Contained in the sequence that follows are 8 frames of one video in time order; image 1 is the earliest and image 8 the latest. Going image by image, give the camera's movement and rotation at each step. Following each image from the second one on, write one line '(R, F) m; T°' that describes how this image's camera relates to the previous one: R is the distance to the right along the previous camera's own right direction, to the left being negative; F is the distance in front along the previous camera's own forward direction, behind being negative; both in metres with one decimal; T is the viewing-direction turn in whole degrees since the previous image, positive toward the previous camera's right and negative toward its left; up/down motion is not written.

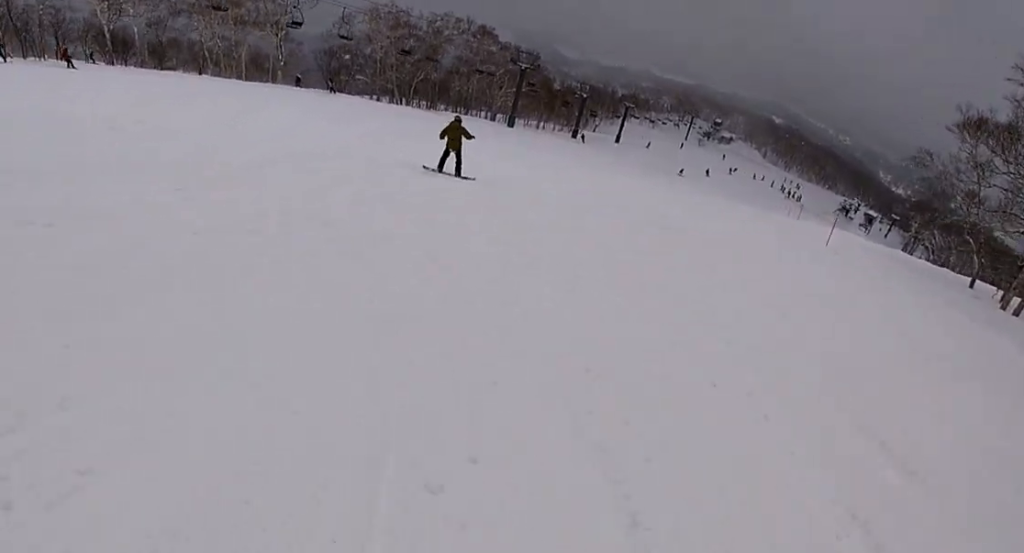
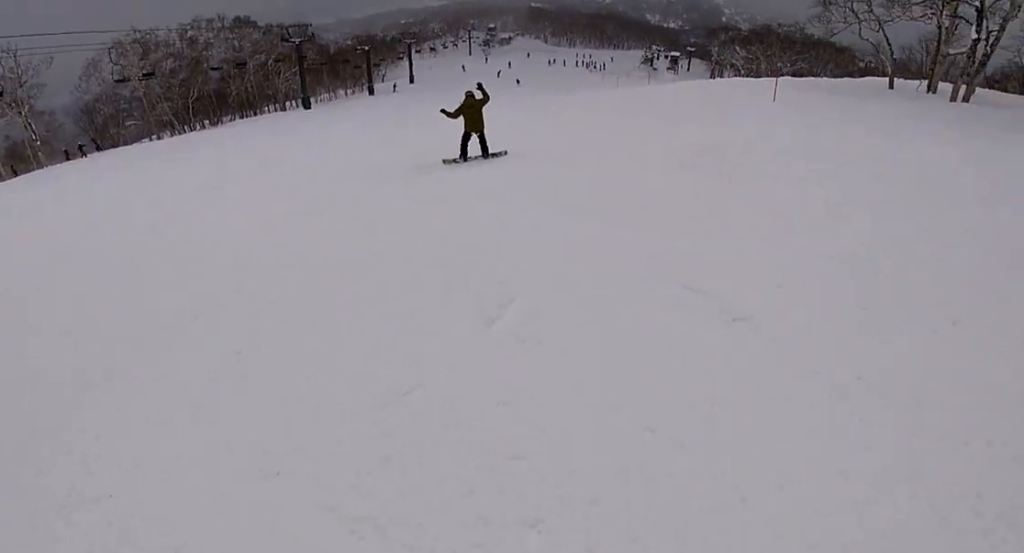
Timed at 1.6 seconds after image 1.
(+0.8, +6.1) m; +30°
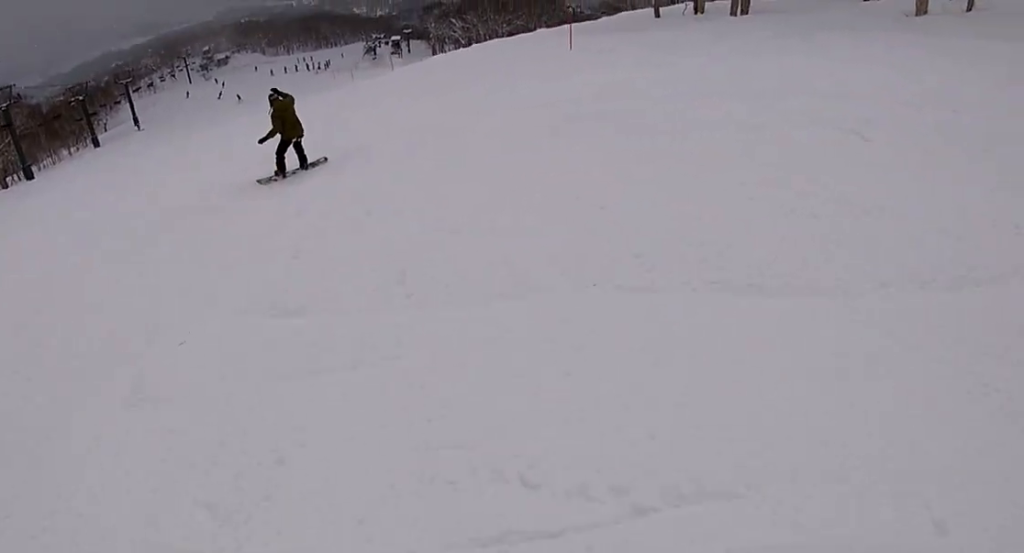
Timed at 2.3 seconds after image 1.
(+1.0, +3.1) m; +9°
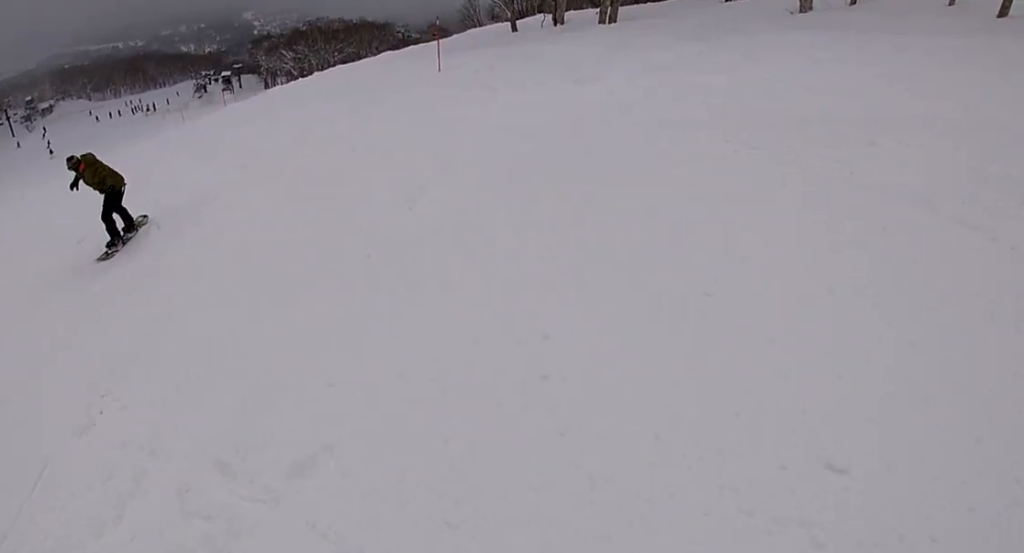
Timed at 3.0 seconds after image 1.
(-0.1, +2.9) m; +5°
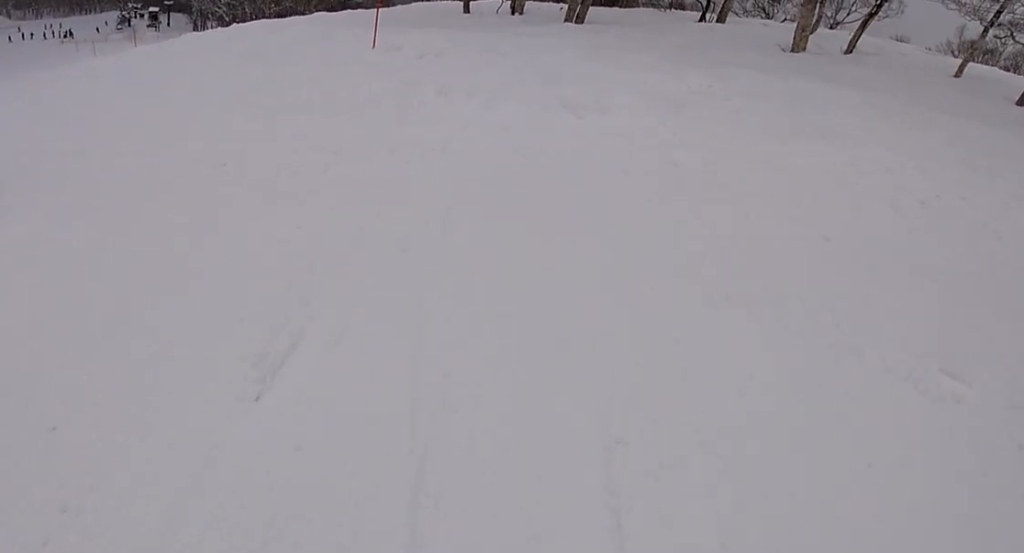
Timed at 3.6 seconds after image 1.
(-0.2, +2.8) m; +1°
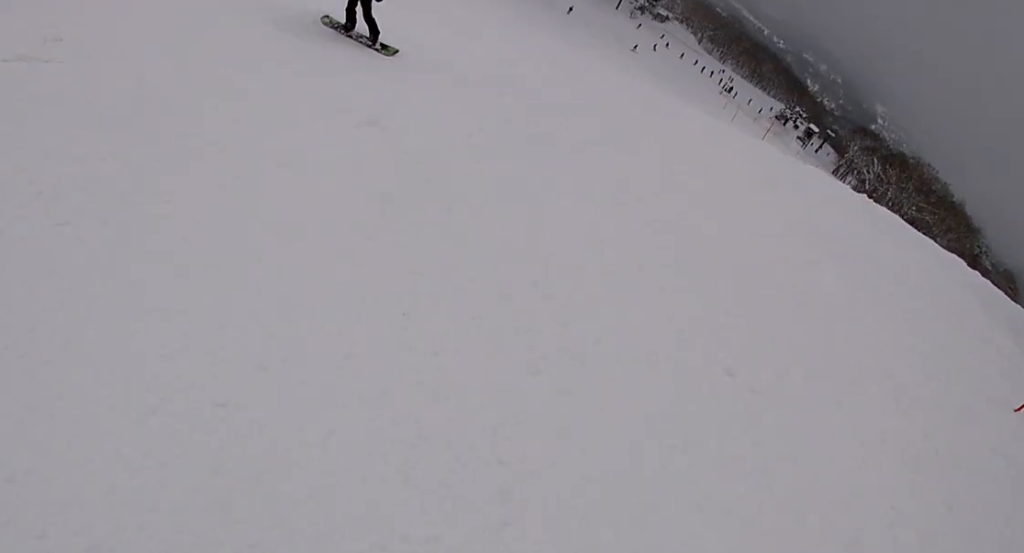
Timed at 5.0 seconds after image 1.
(-0.7, +5.6) m; -41°
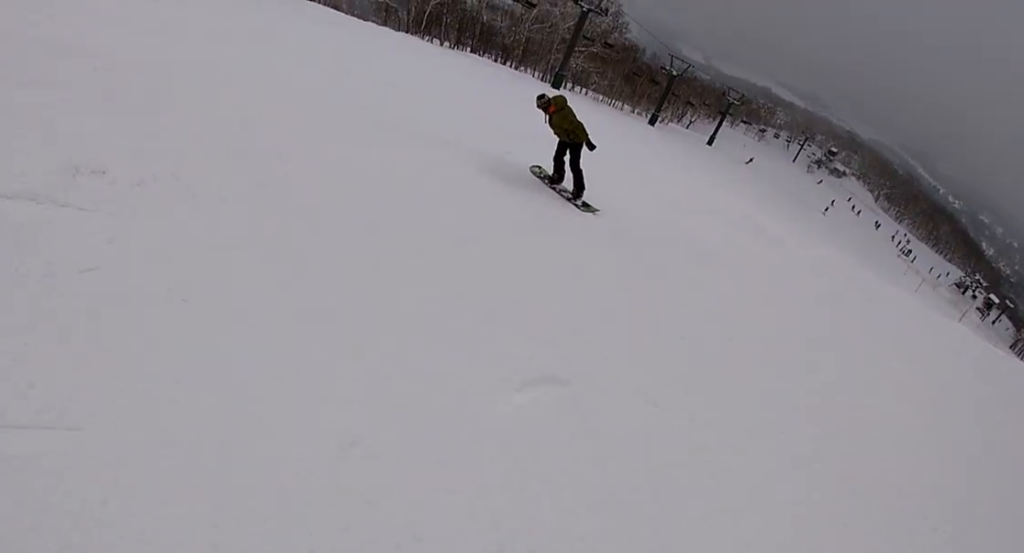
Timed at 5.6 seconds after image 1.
(-0.2, +2.7) m; -21°
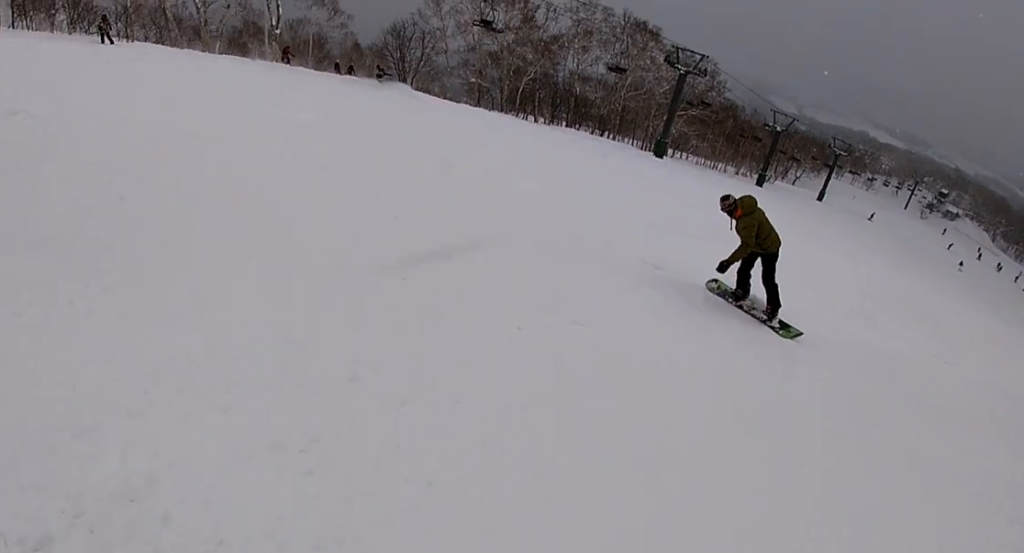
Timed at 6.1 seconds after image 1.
(-1.2, +2.9) m; -8°
